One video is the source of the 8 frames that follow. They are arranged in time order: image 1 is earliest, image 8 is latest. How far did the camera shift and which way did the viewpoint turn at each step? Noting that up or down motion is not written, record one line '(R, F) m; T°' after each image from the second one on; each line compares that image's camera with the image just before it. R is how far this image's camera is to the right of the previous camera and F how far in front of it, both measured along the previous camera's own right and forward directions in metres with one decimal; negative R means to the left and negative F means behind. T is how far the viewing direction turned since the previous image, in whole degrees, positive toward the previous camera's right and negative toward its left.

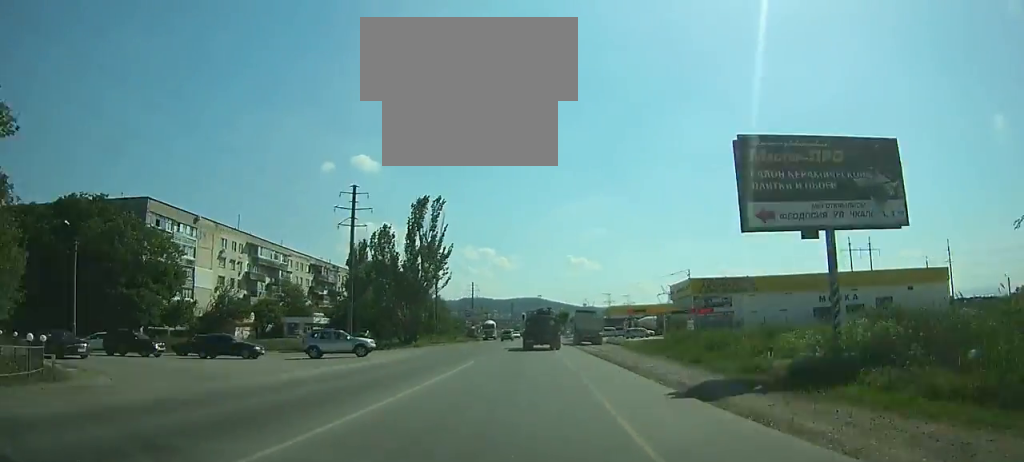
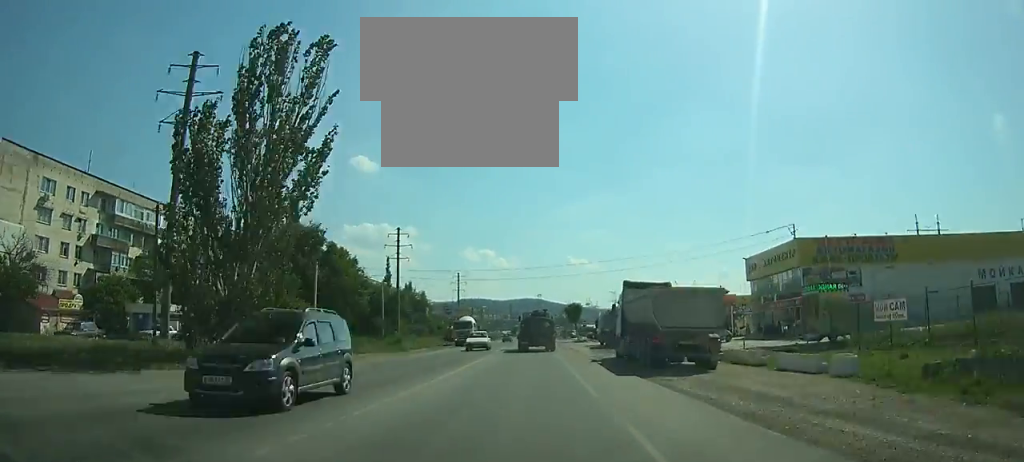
(+0.1, +38.4) m; 0°
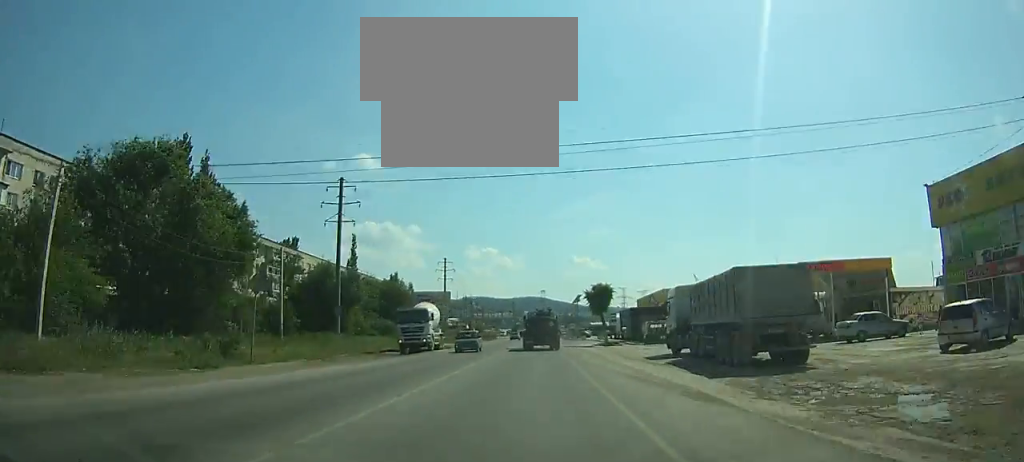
(0.0, +32.6) m; 0°
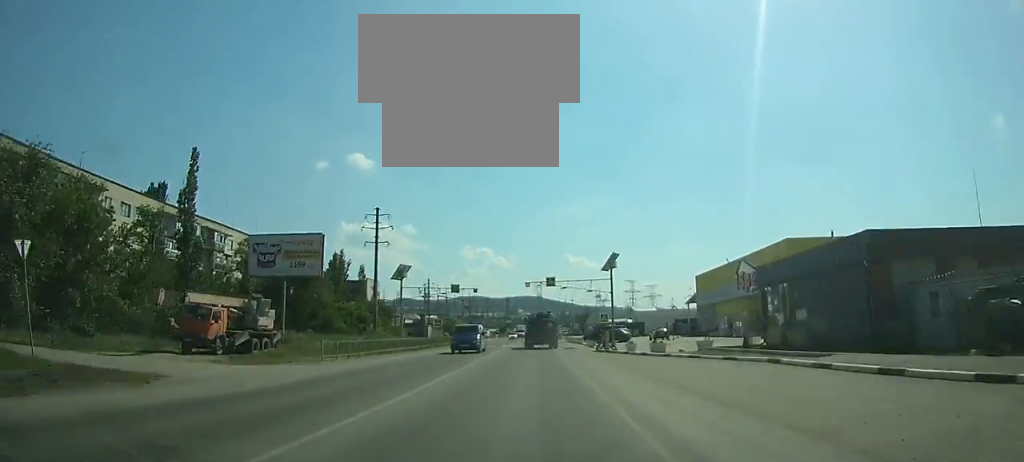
(+0.1, +59.6) m; 0°
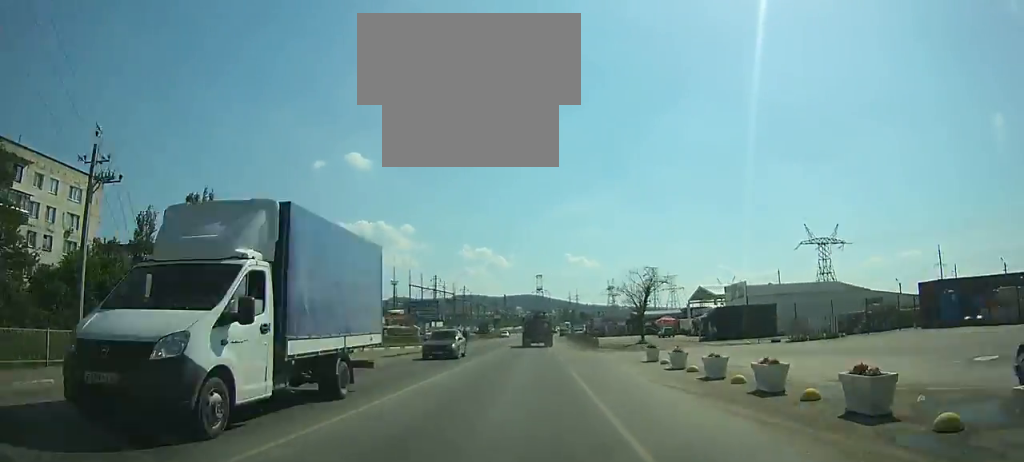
(+0.2, +68.1) m; 0°
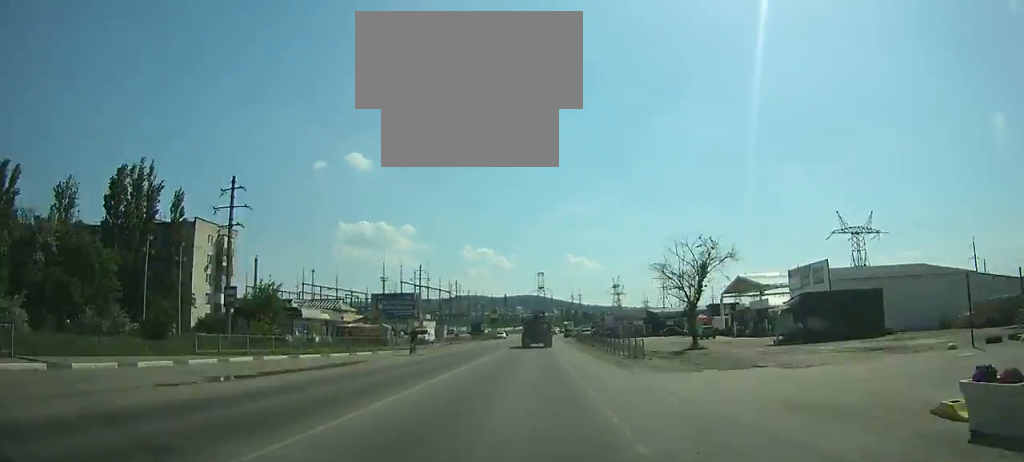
(0.0, +17.6) m; 0°
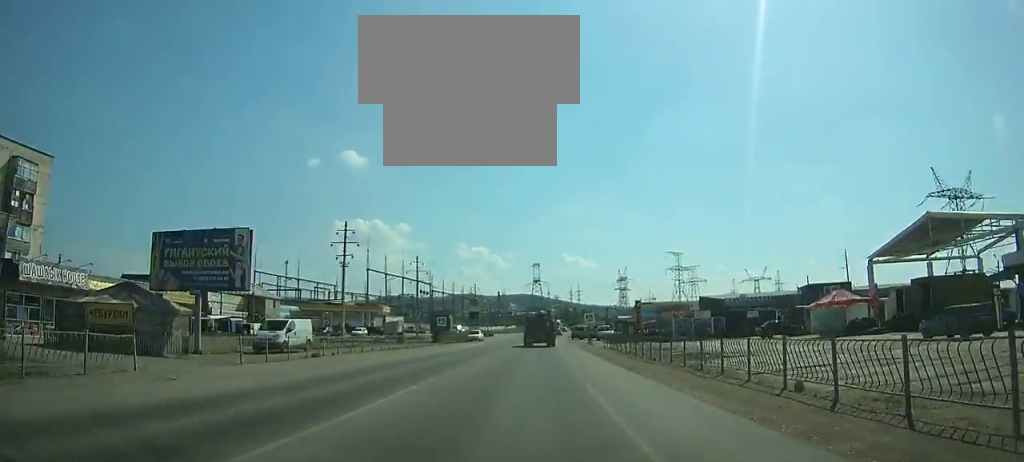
(+0.1, +39.1) m; 0°
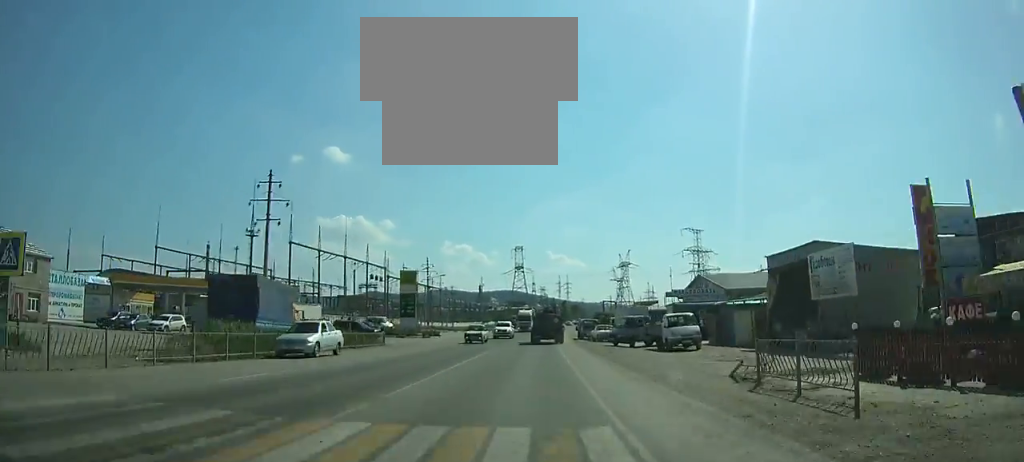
(+0.2, +52.6) m; +1°
